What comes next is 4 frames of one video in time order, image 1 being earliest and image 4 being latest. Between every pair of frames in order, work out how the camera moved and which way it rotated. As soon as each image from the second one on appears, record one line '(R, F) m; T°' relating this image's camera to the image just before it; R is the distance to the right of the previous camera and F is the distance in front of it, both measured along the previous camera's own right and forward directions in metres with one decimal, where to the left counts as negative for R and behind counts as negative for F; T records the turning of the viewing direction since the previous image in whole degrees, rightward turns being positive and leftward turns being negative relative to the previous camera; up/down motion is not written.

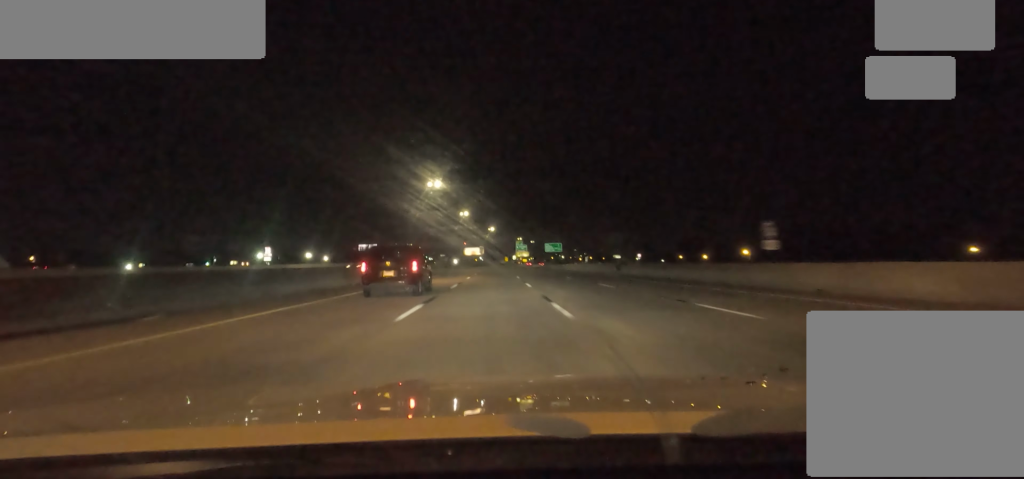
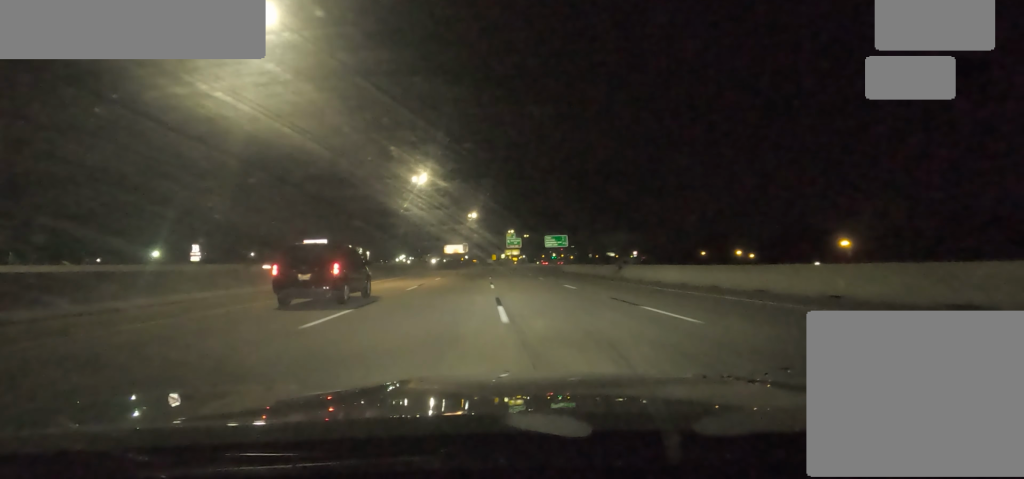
(+2.8, +55.6) m; +4°
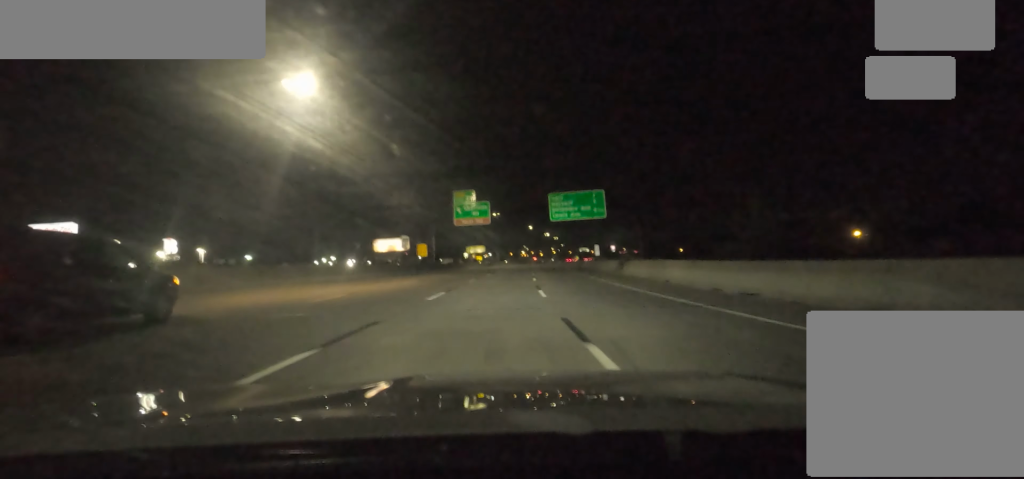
(+3.1, +100.5) m; +4°
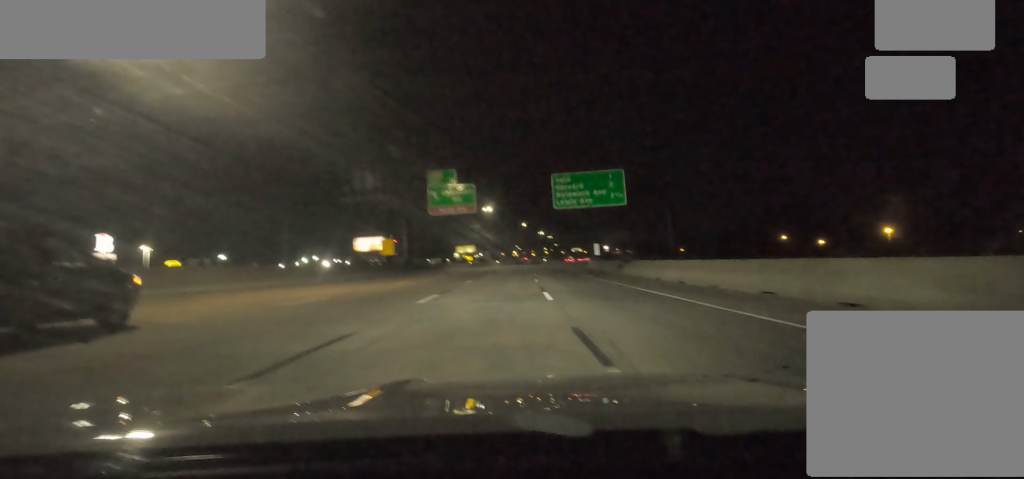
(0.0, +15.7) m; 0°
